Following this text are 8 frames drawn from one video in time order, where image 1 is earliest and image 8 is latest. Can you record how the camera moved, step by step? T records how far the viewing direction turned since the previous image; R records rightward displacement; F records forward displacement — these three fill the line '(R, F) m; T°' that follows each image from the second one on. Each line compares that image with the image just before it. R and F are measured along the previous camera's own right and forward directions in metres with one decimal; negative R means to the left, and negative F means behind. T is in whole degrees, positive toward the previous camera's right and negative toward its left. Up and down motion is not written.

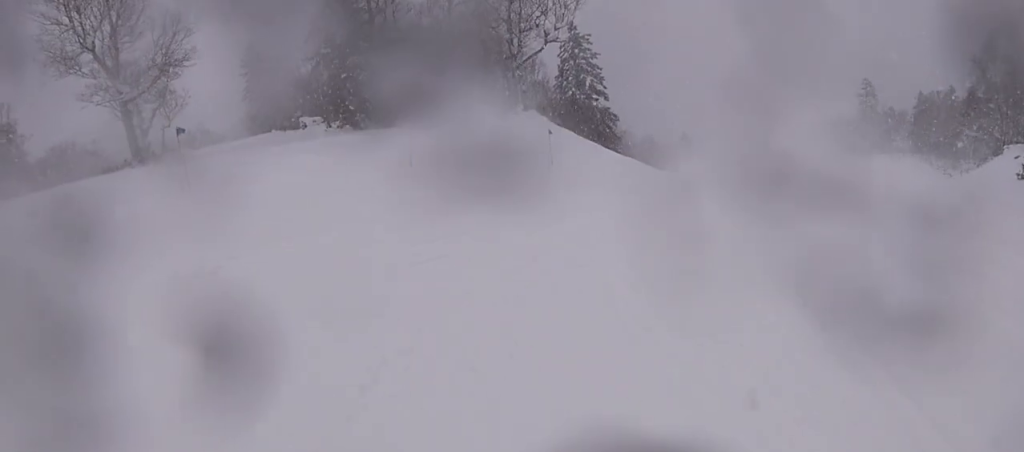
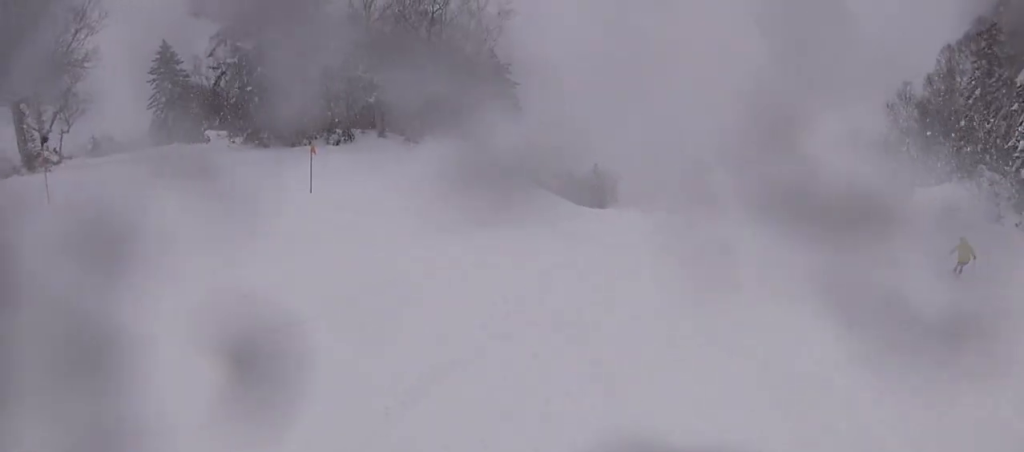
(0.0, +2.0) m; +11°
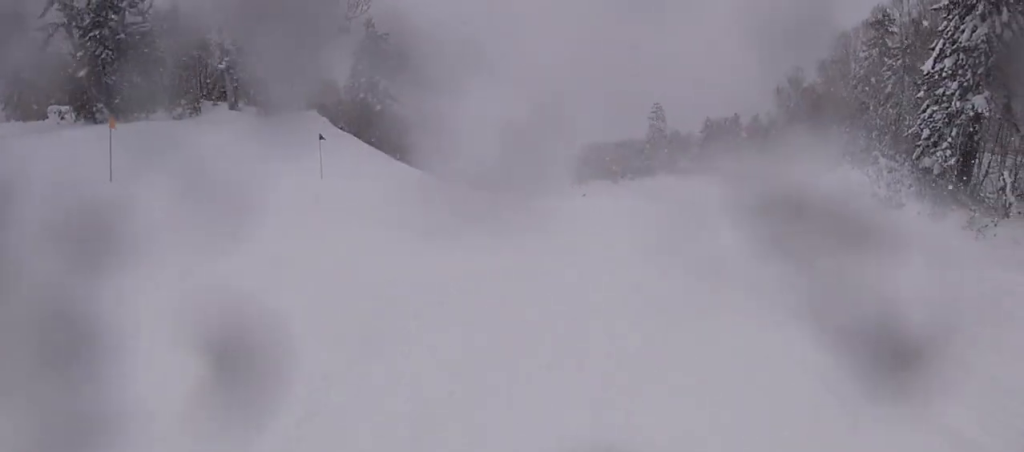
(+1.4, +3.8) m; +12°
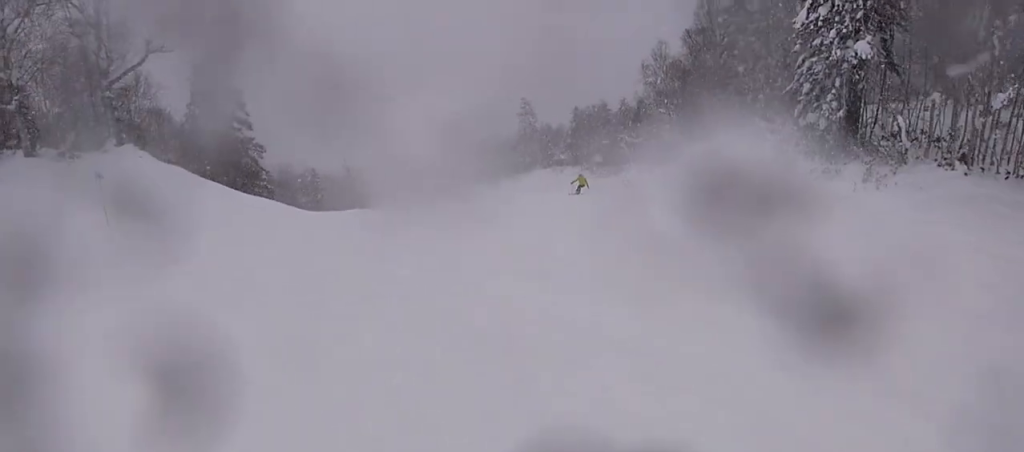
(-0.4, +4.1) m; -22°
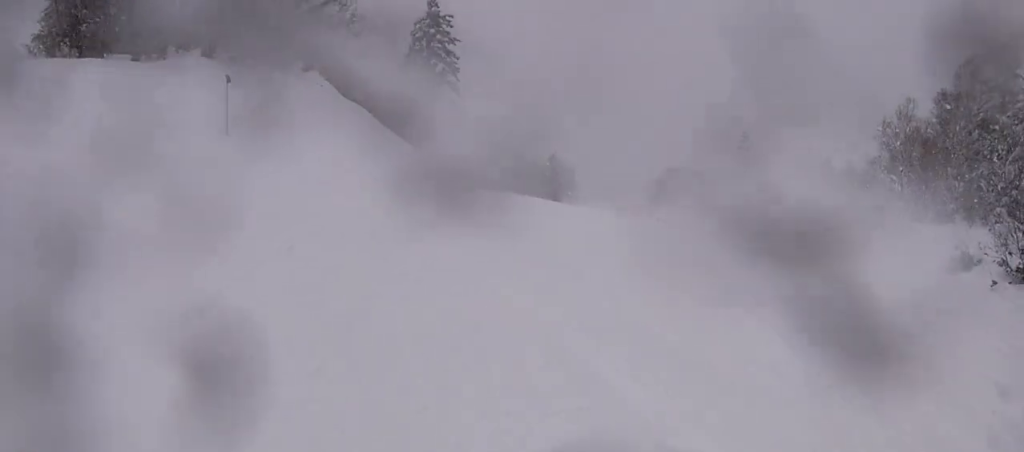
(-0.9, +3.3) m; -13°
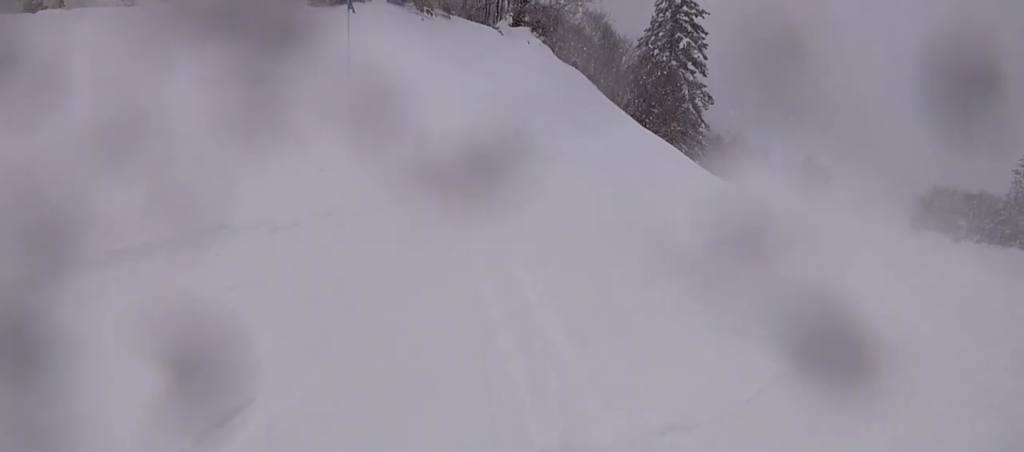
(-0.5, +5.1) m; -6°
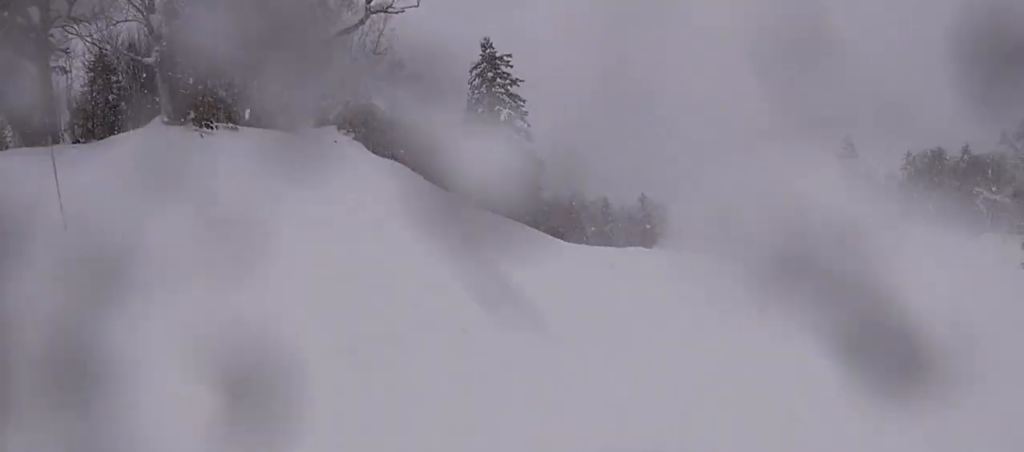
(0.0, +3.9) m; +10°
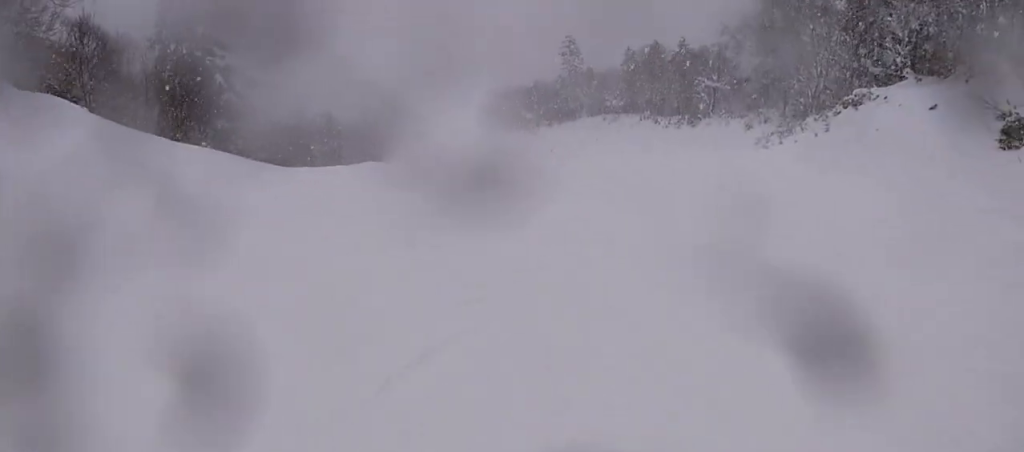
(+0.1, +3.3) m; +14°
